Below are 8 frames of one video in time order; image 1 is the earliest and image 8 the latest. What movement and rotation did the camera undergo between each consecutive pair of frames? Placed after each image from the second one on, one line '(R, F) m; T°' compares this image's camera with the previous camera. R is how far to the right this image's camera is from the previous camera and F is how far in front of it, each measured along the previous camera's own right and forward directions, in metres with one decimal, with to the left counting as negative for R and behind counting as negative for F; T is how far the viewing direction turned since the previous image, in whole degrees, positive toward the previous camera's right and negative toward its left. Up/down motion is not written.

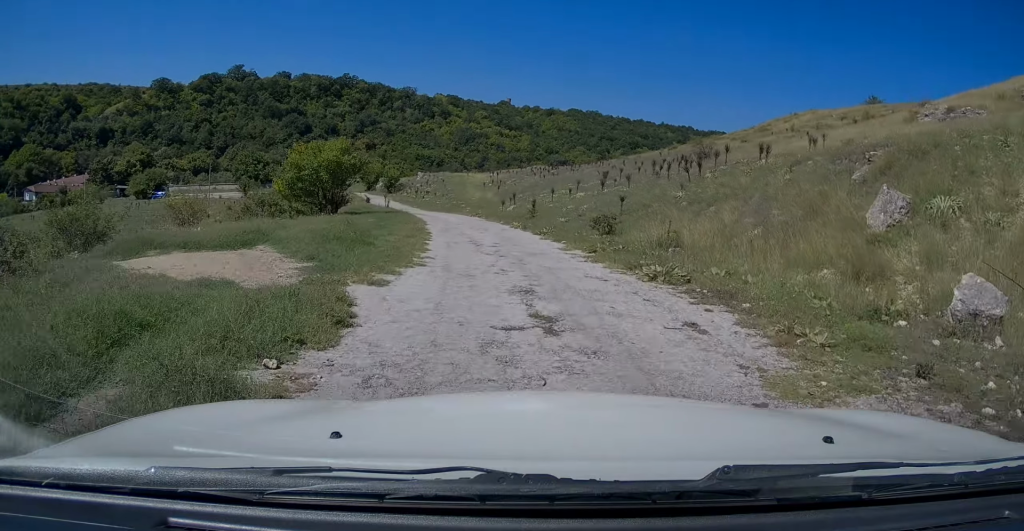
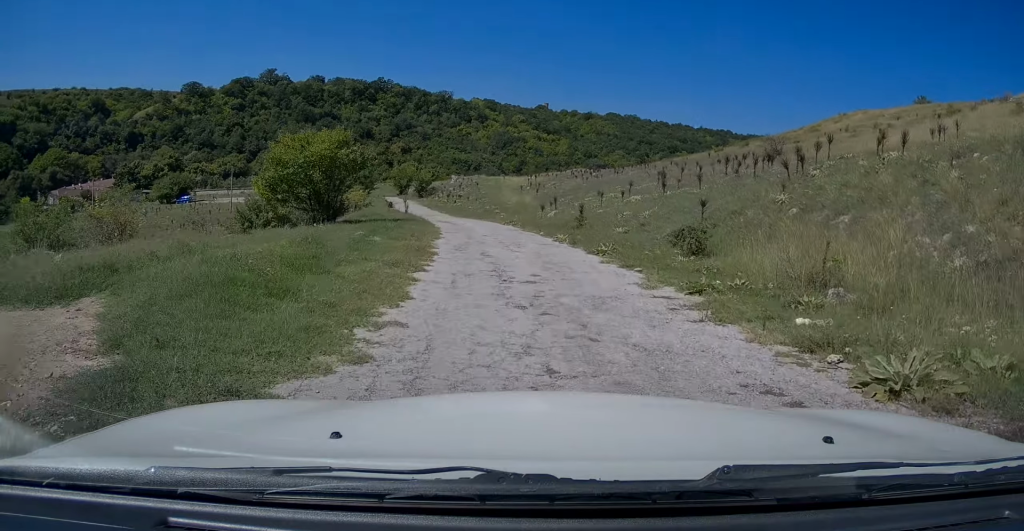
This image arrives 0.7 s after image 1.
(0.0, +5.7) m; -3°
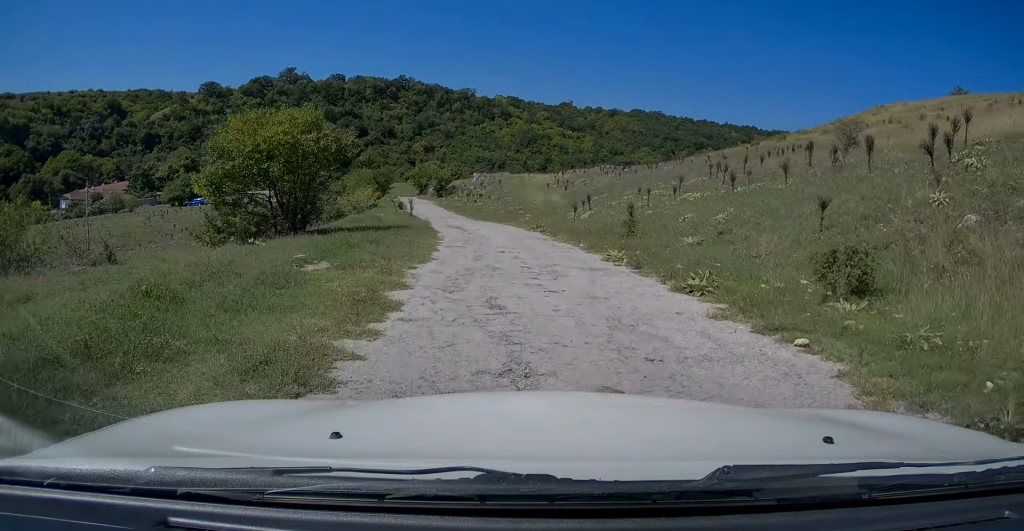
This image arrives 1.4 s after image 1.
(-0.3, +5.5) m; -3°
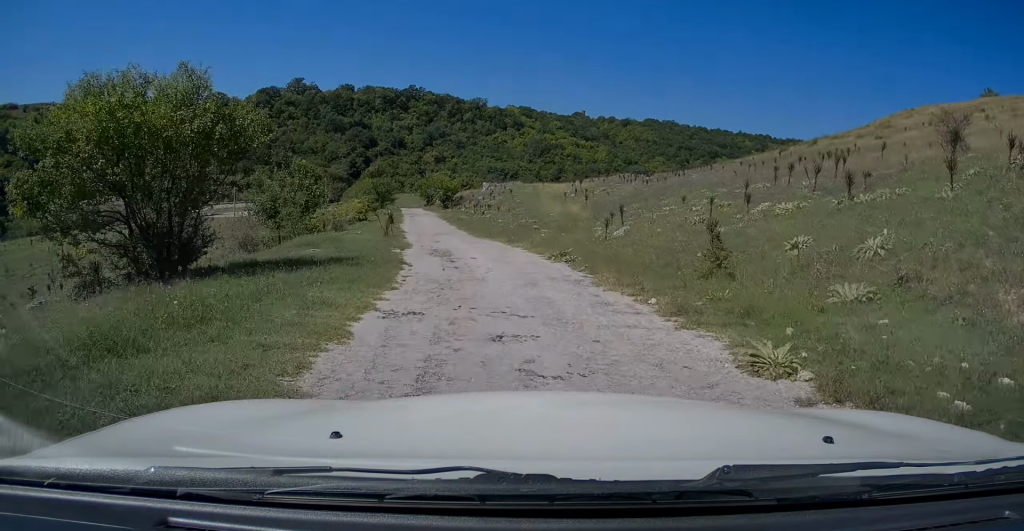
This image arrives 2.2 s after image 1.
(-0.2, +6.8) m; -2°
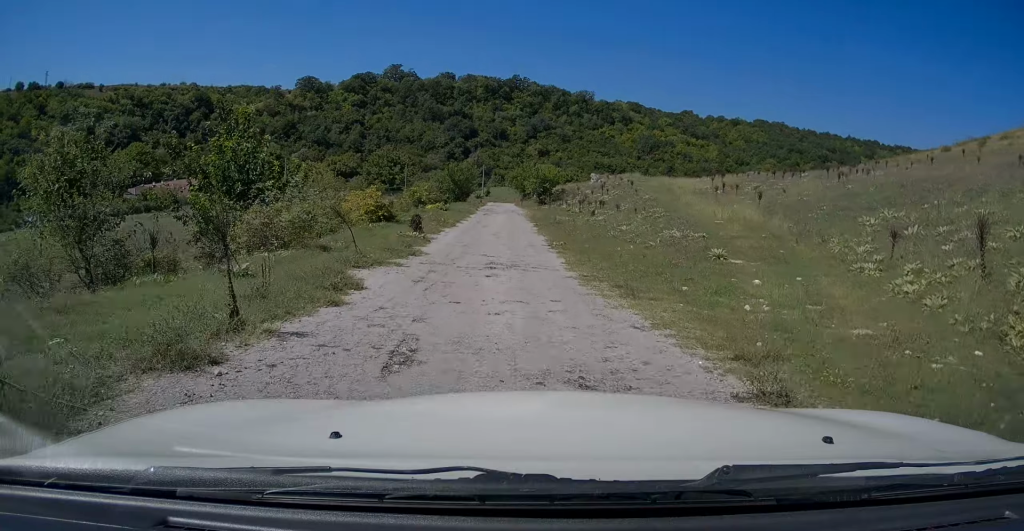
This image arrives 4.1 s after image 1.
(-0.7, +16.9) m; -6°
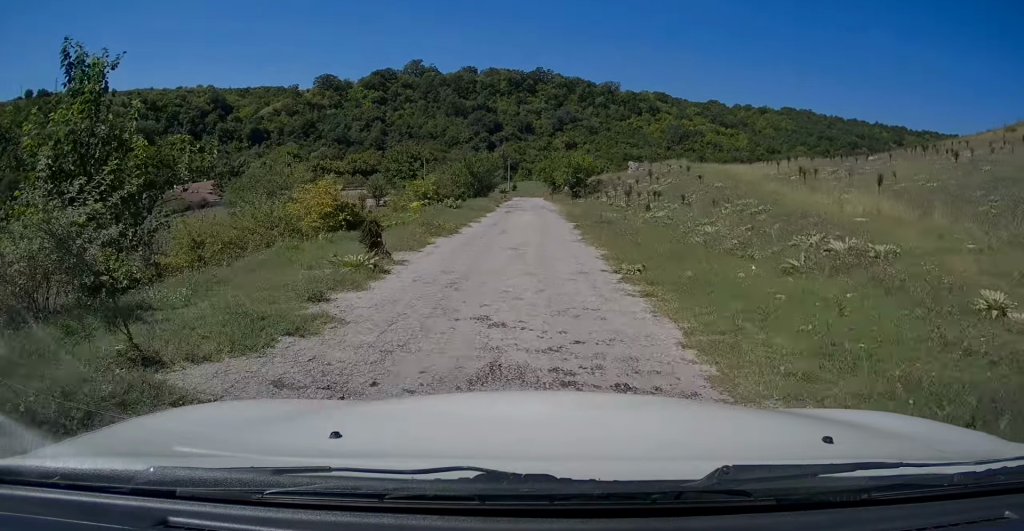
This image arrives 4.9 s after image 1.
(-0.3, +7.9) m; -3°
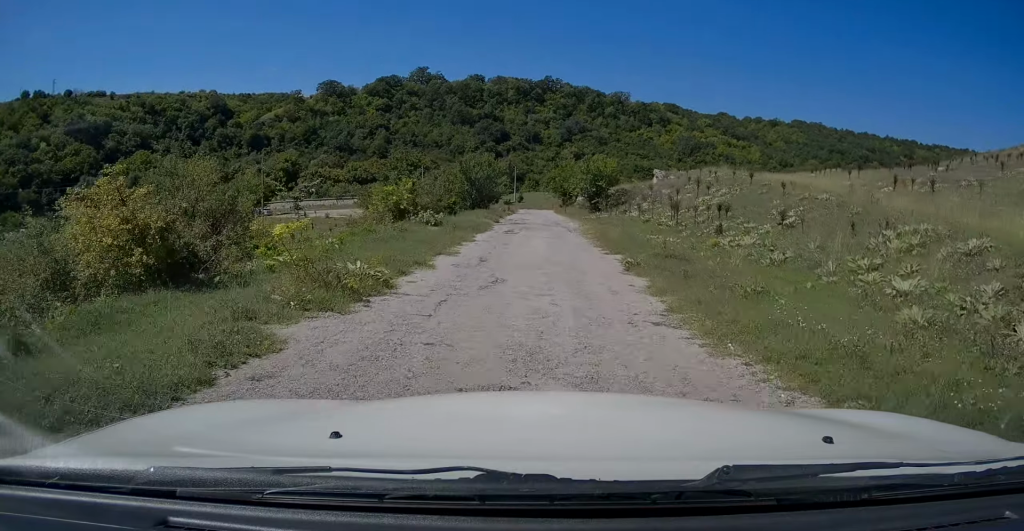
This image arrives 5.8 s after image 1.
(-0.1, +8.5) m; 0°
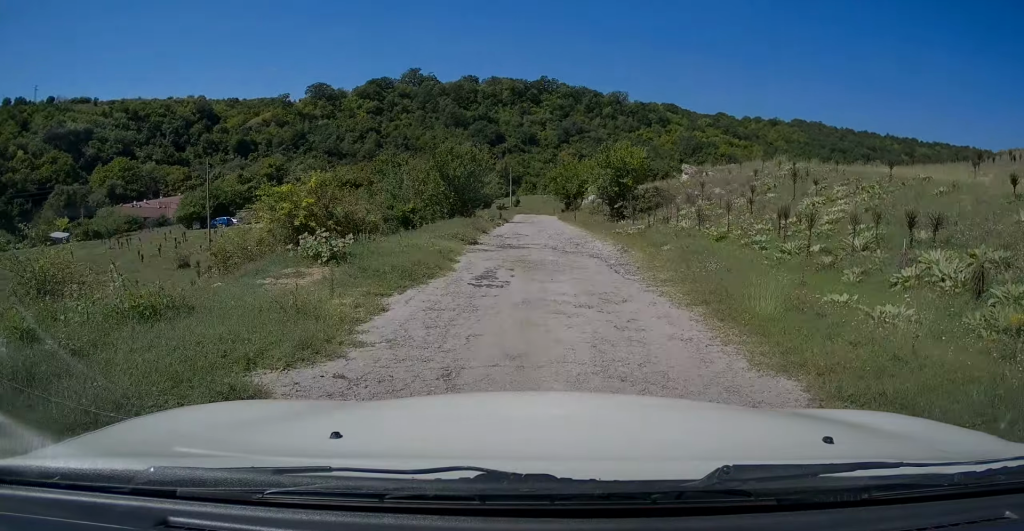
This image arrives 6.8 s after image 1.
(0.0, +10.5) m; +1°
